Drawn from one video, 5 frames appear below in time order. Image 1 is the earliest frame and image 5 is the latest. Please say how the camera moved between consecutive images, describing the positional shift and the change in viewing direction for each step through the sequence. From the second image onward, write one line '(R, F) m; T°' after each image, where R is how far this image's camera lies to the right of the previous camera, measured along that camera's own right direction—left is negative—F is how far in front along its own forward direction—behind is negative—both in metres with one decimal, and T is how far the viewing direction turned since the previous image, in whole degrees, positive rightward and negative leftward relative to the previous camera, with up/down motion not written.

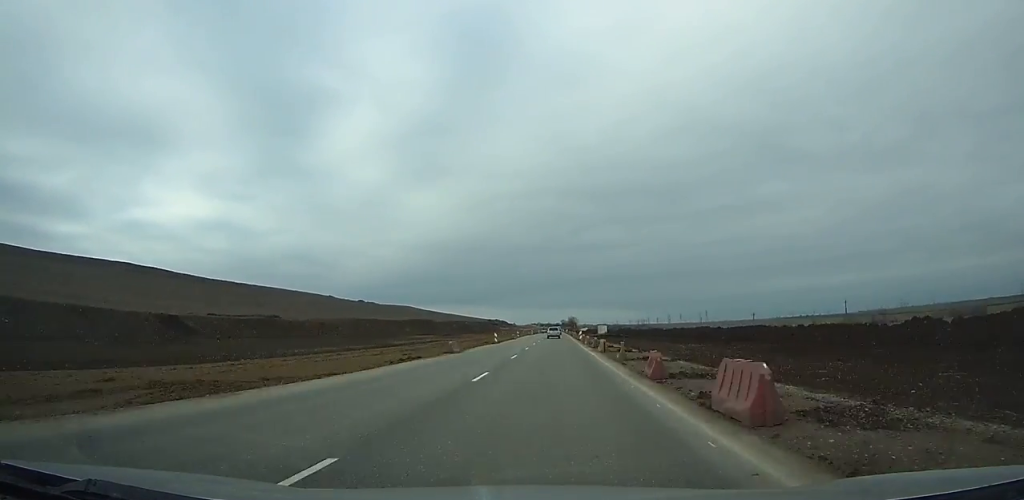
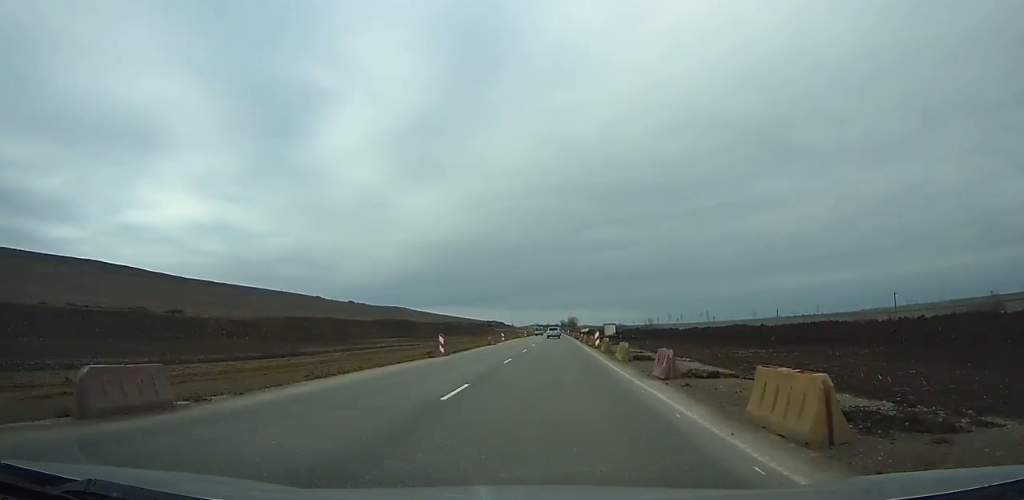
(+0.1, +28.0) m; 0°
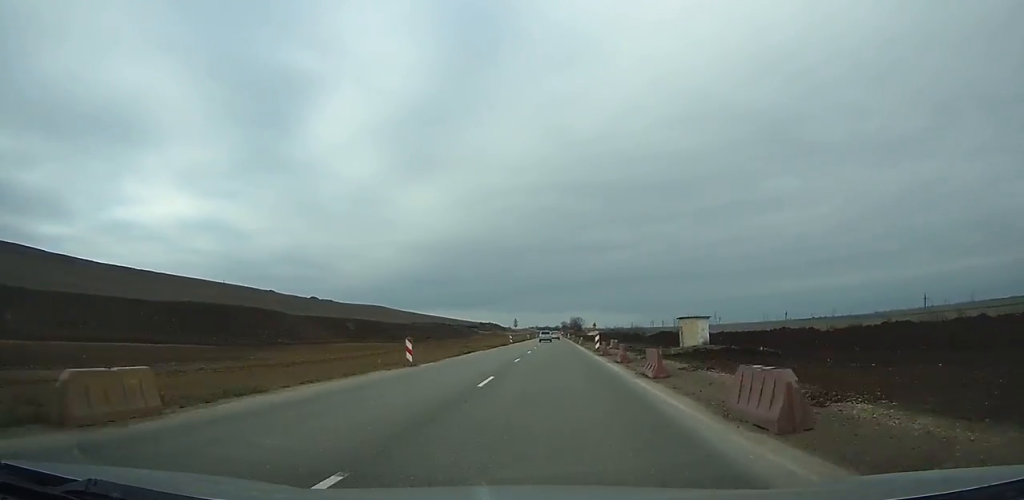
(-0.1, +92.0) m; 0°
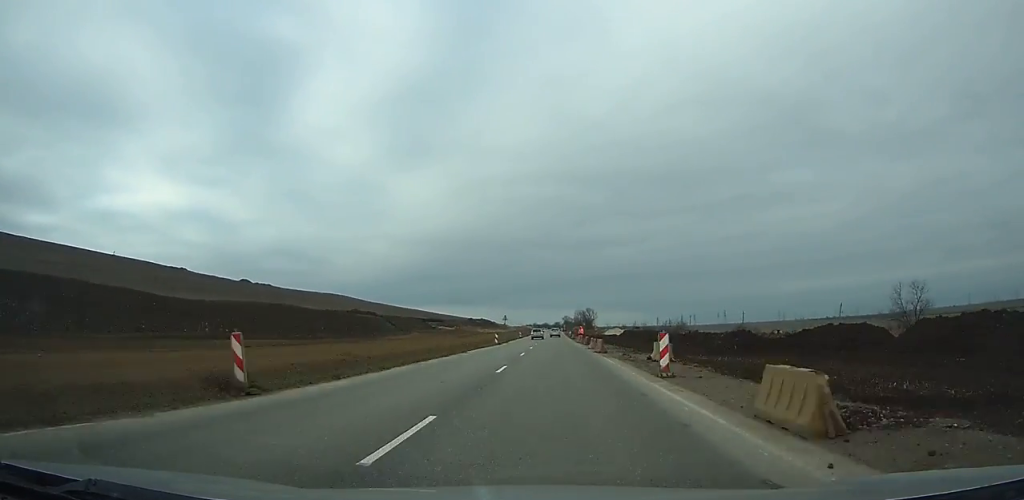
(-0.3, +115.2) m; 0°
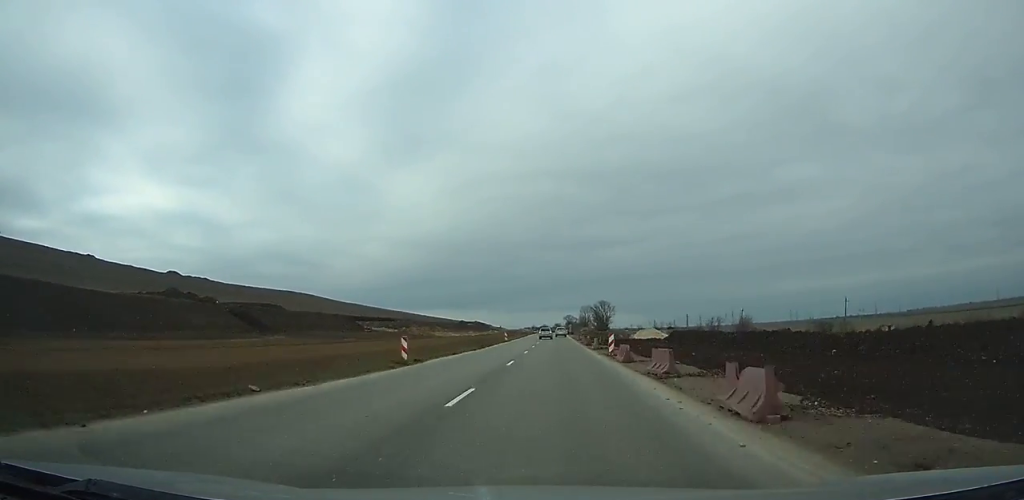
(+0.1, +78.0) m; 0°
